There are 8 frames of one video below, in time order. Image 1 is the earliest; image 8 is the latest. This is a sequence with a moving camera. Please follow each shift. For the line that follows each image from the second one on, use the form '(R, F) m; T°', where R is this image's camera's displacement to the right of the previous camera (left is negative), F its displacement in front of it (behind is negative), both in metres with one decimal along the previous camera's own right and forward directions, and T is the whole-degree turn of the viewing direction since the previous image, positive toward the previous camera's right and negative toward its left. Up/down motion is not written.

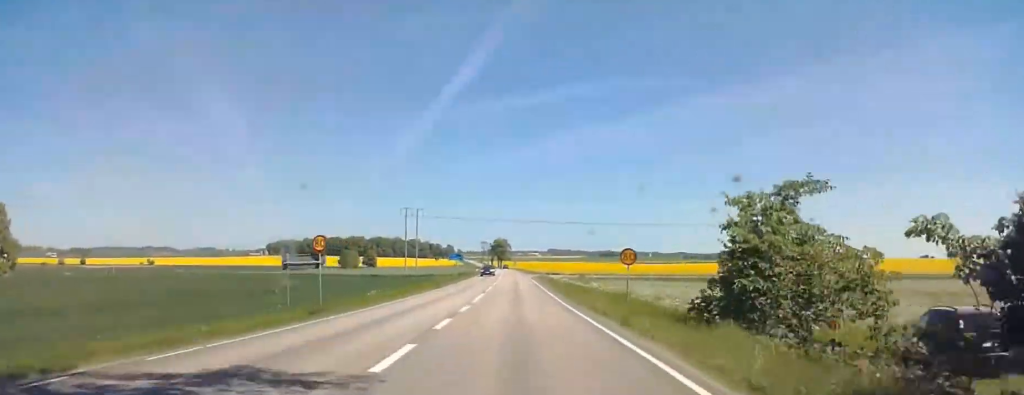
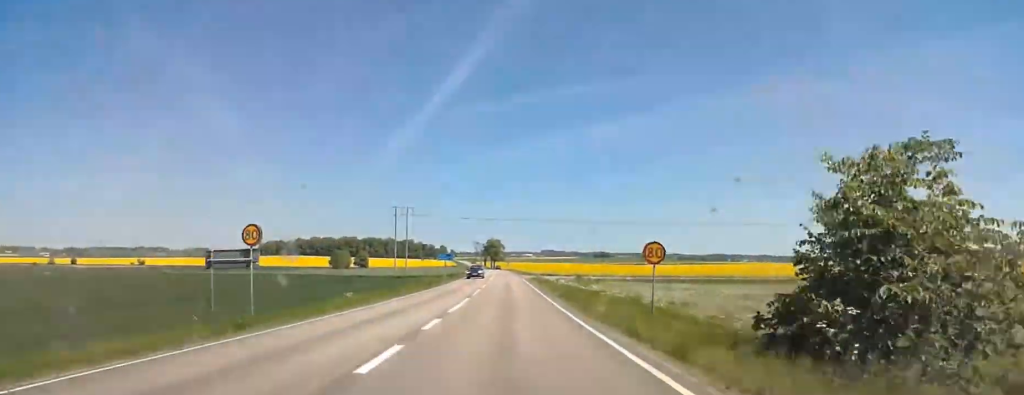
(0.0, +6.0) m; 0°
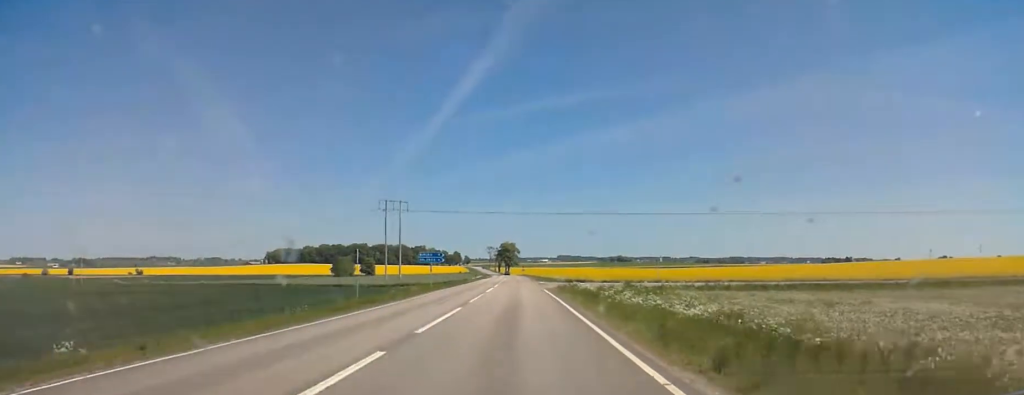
(-0.3, +30.4) m; -1°
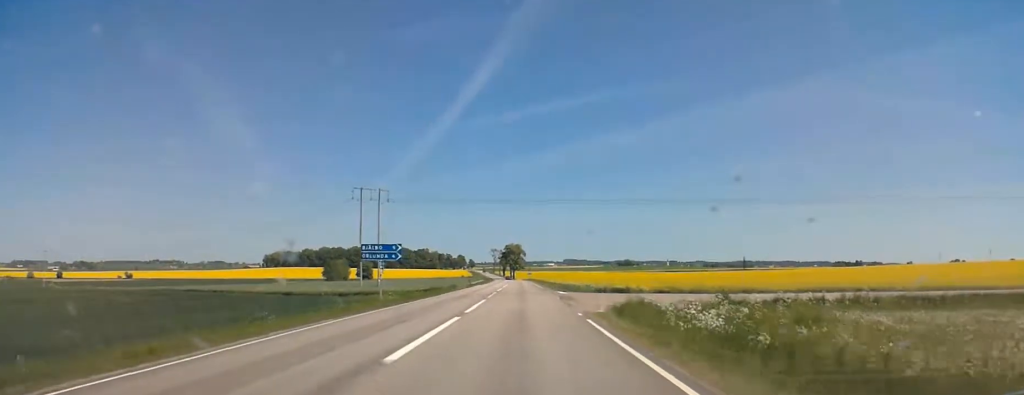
(+0.3, +27.7) m; +1°
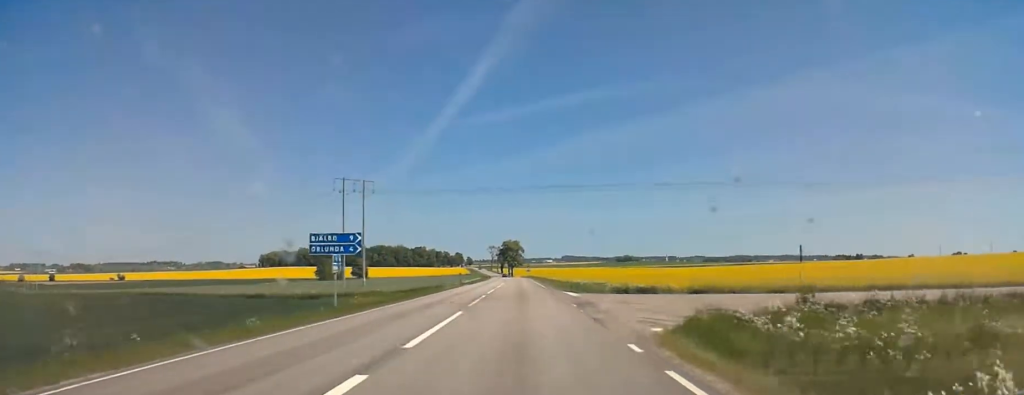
(0.0, +10.4) m; -1°
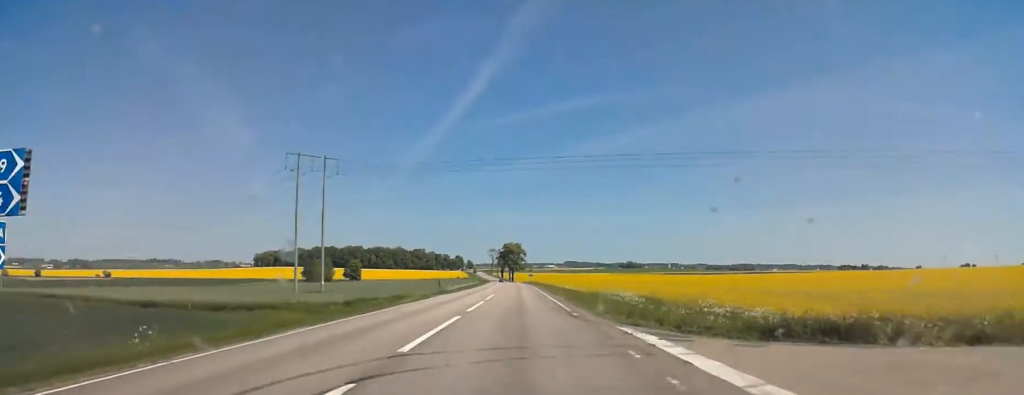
(-0.7, +24.4) m; -2°
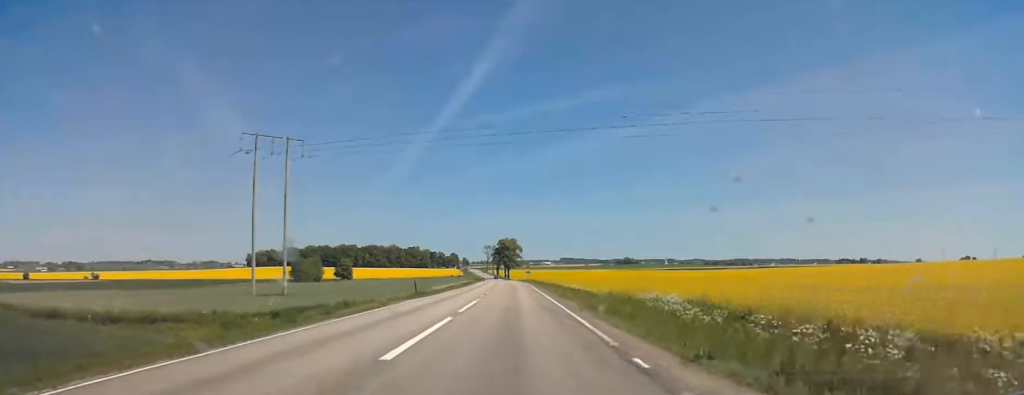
(0.0, +12.9) m; +2°
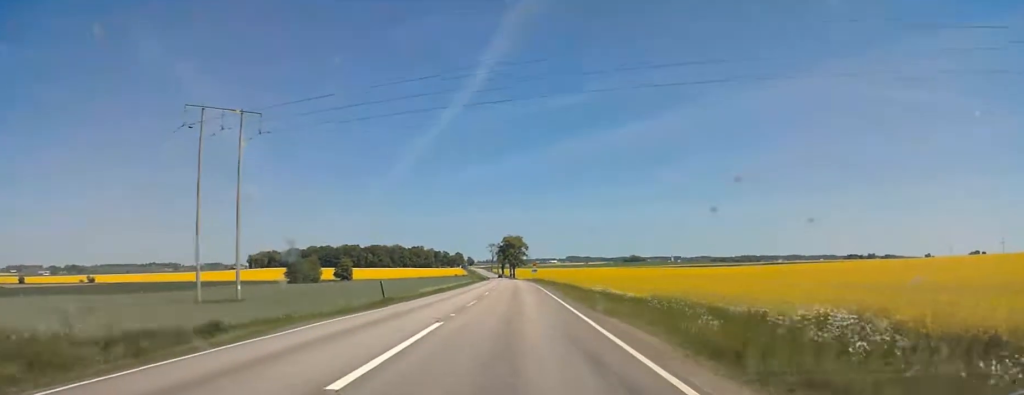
(+0.4, +14.3) m; 0°
